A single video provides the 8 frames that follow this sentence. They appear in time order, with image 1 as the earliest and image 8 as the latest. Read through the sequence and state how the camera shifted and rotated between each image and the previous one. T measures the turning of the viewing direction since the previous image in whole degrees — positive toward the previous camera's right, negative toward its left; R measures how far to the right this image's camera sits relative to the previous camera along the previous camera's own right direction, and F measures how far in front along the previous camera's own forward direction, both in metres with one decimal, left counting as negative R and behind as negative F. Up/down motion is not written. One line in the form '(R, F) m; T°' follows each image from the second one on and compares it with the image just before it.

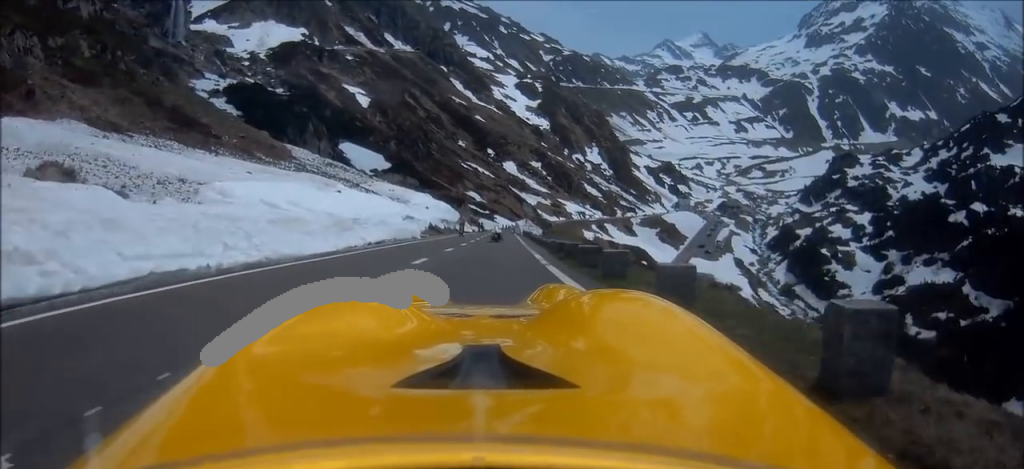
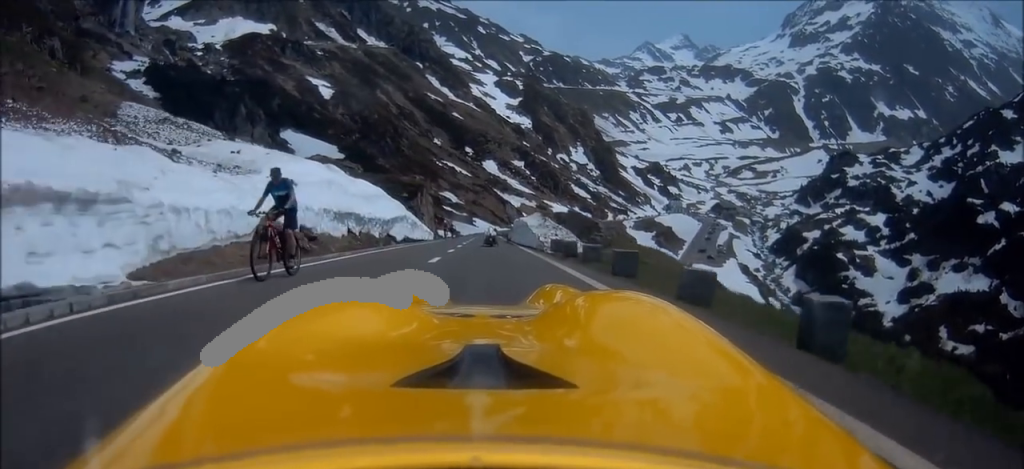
(+0.8, +36.9) m; +3°
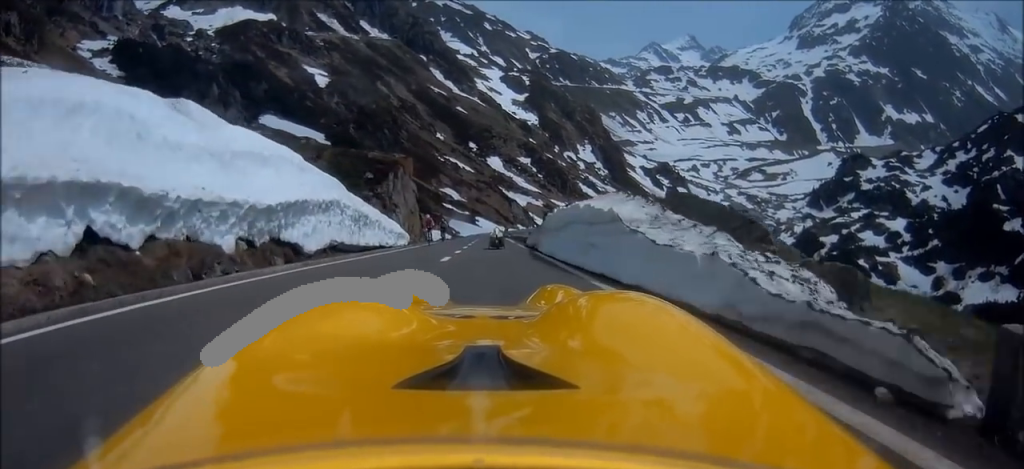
(+0.3, +18.4) m; +2°
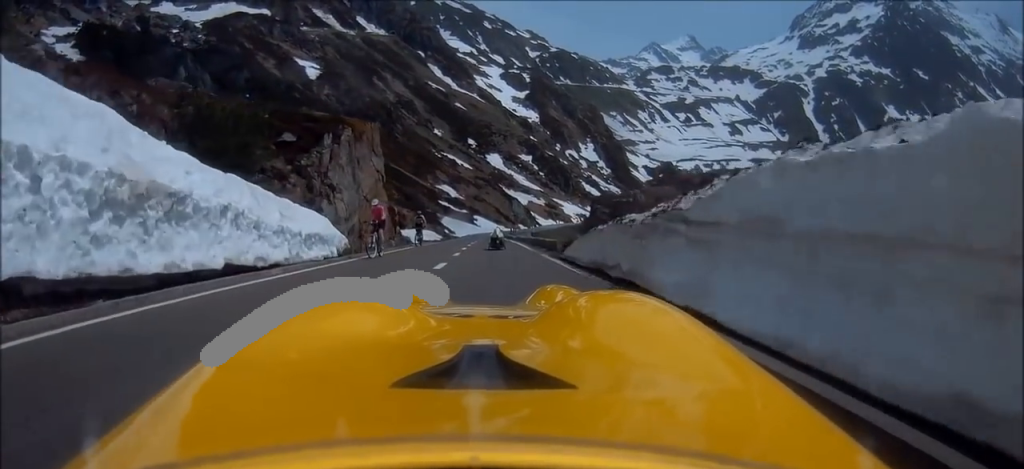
(0.0, +15.1) m; +1°
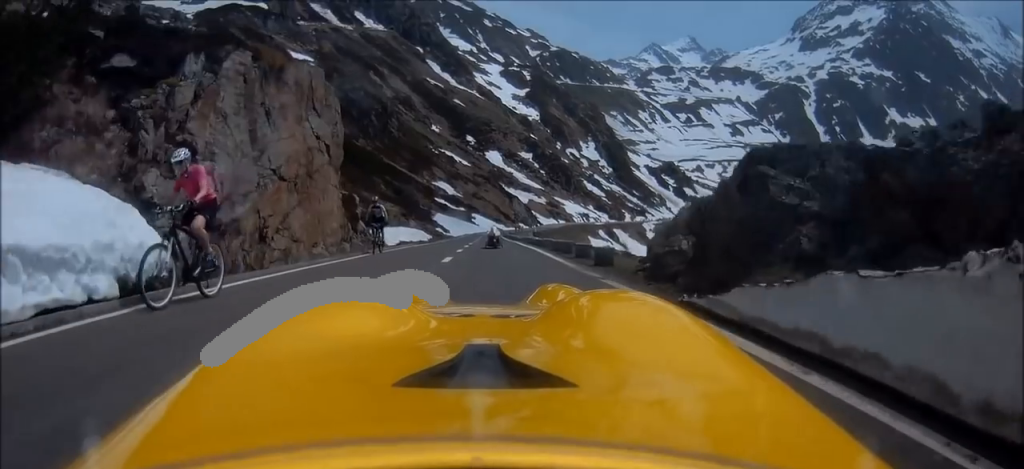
(+0.2, +10.9) m; +1°
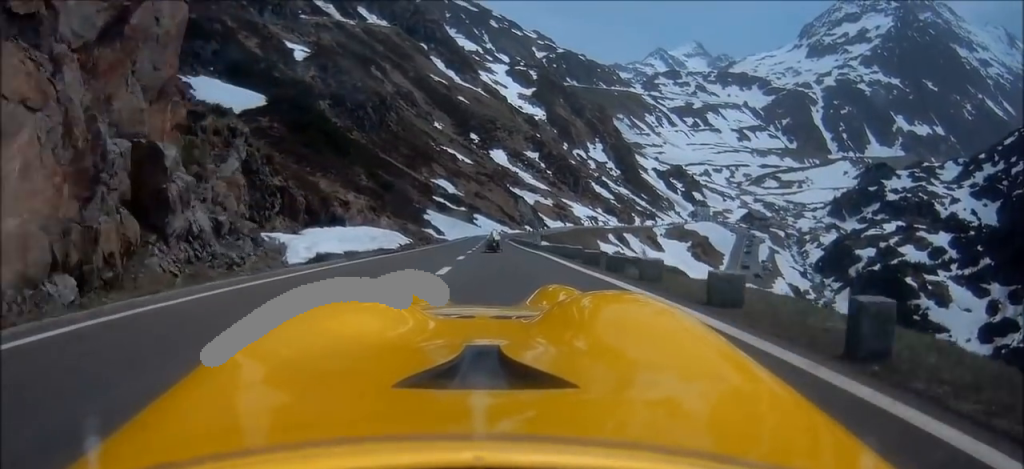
(+0.1, +16.4) m; 0°
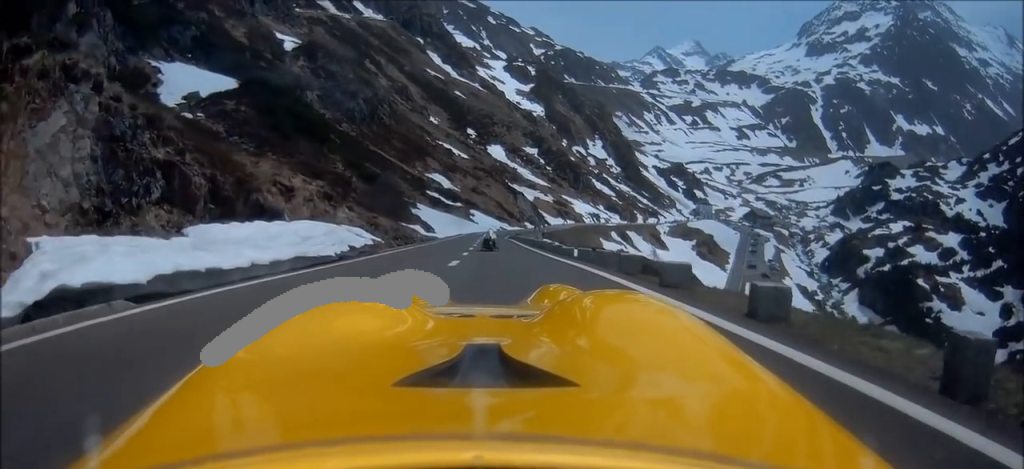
(+0.1, +10.7) m; -1°
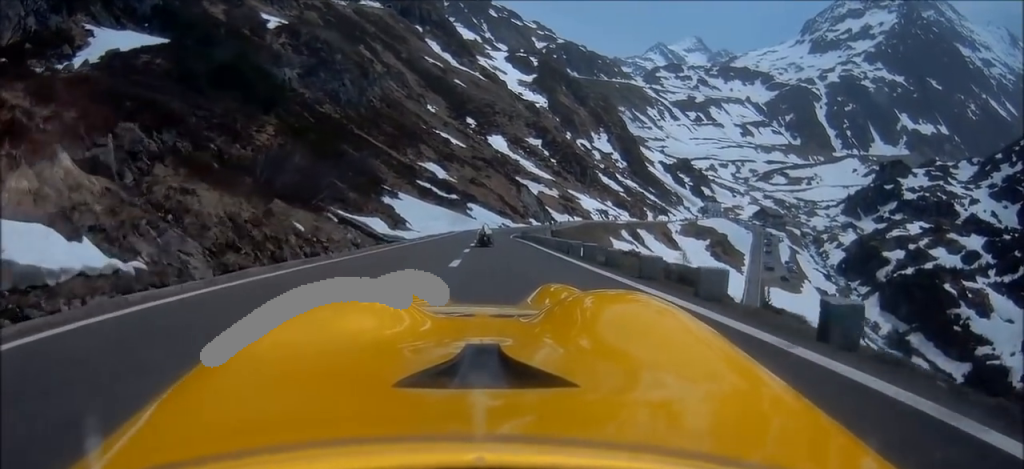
(-0.4, +20.0) m; 0°
